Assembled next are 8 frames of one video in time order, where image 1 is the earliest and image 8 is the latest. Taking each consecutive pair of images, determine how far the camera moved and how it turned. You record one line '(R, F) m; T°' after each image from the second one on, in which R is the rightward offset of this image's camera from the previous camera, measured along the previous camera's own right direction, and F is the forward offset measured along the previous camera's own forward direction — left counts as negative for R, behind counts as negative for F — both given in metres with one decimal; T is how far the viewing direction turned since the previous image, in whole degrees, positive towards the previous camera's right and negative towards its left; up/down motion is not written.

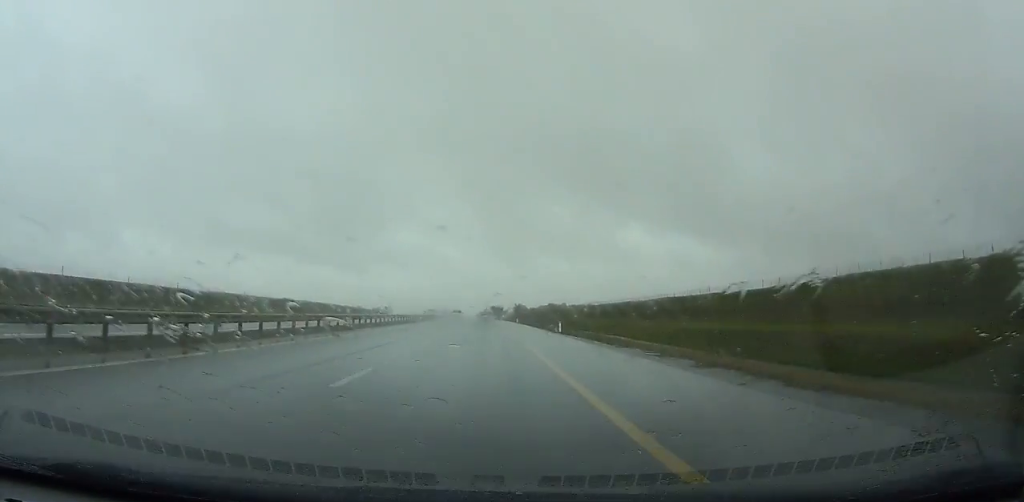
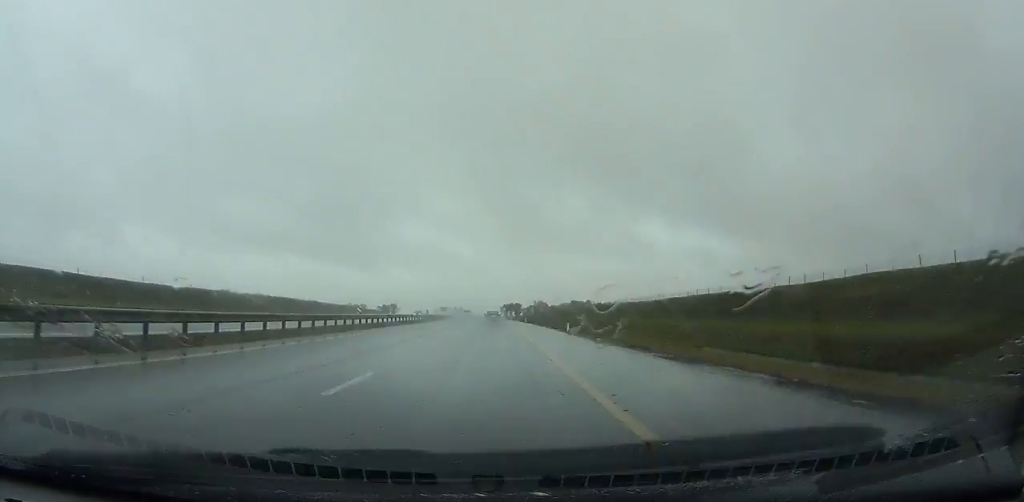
(-0.2, +49.2) m; -1°
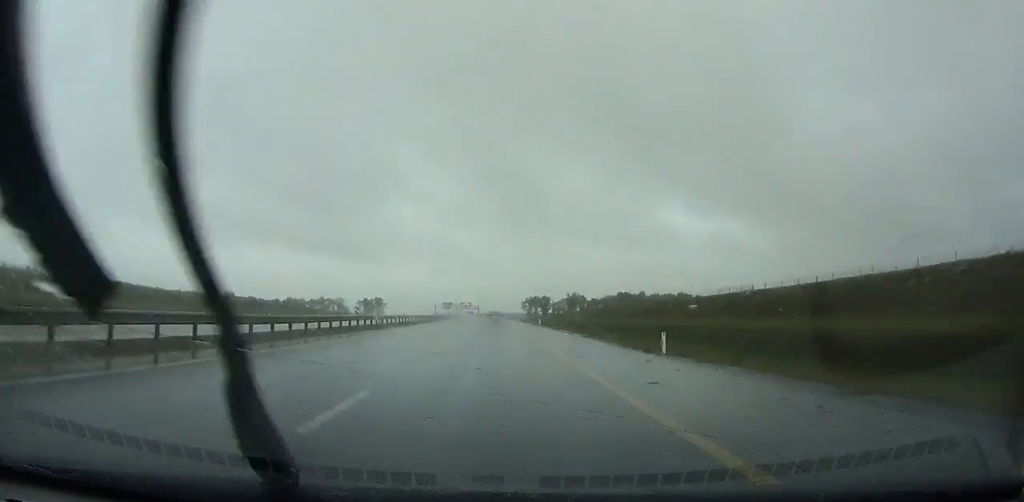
(-1.7, +121.6) m; -2°
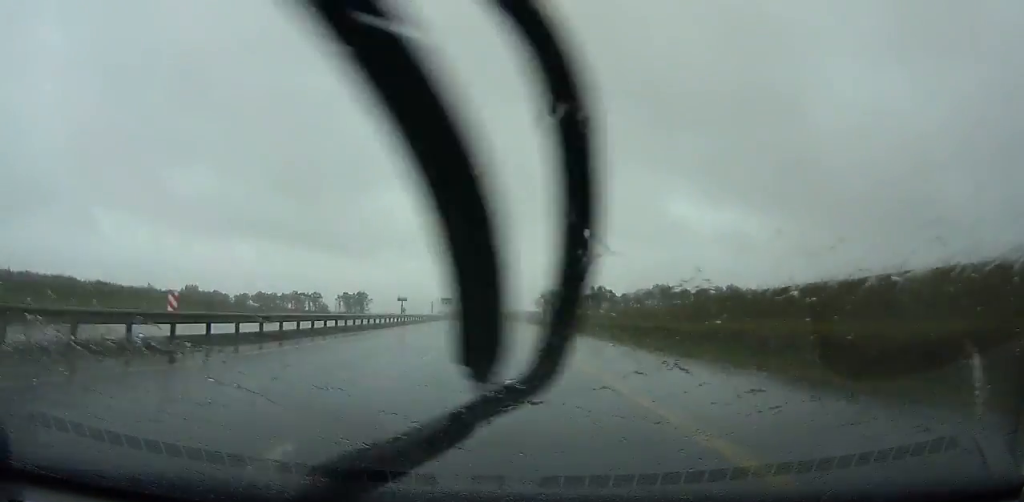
(-0.5, +61.3) m; -1°
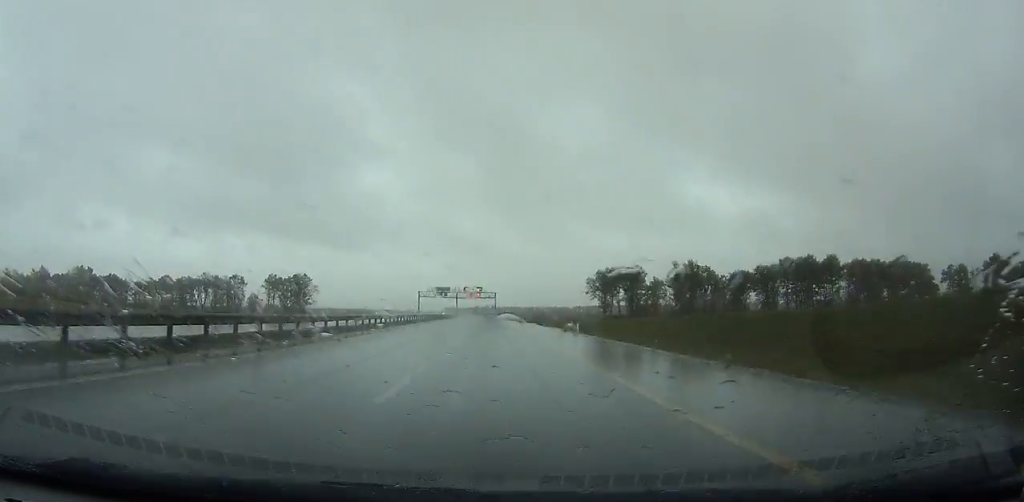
(-1.6, +115.2) m; -1°
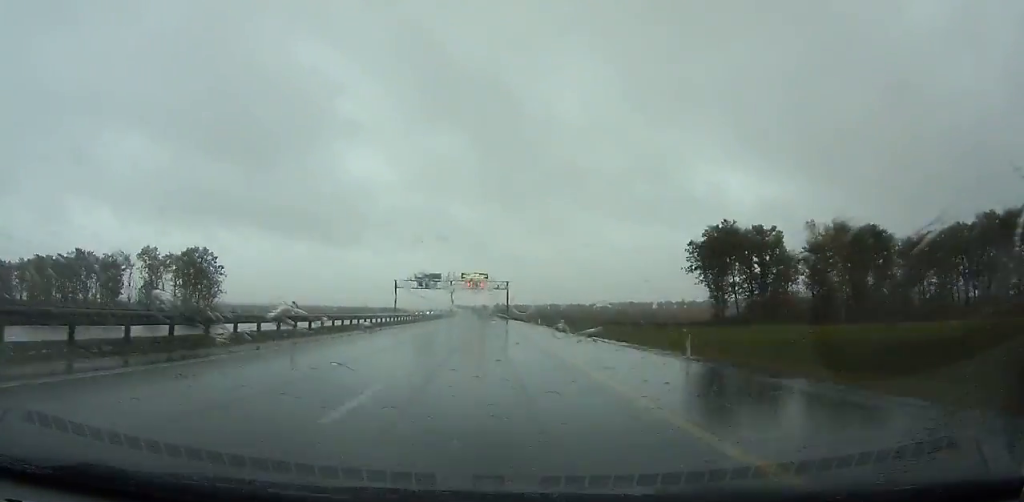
(-0.3, +74.7) m; -1°
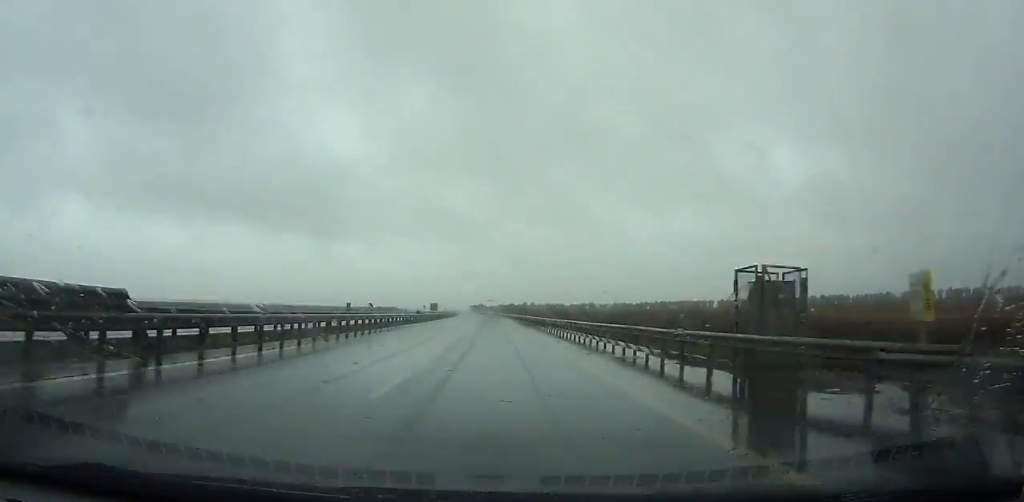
(-3.9, +152.6) m; -3°
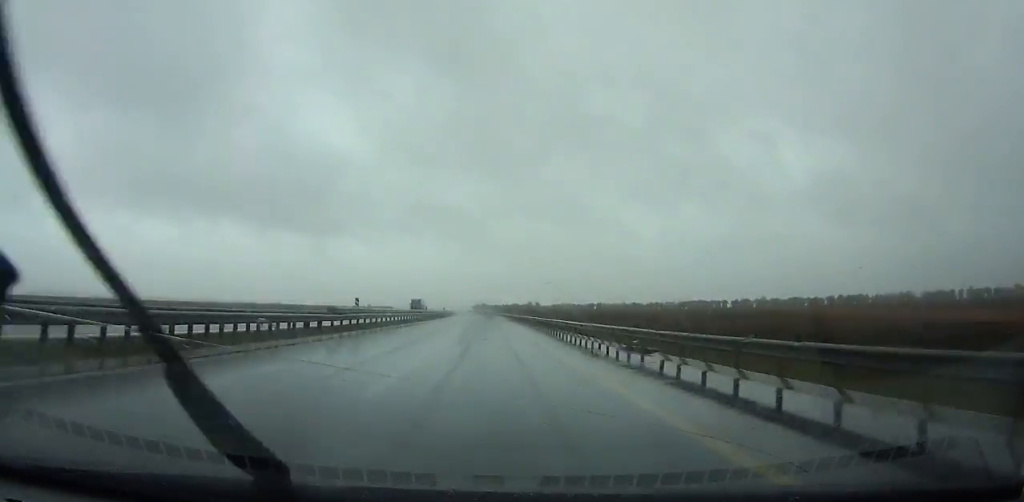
(-0.2, +36.6) m; -1°
